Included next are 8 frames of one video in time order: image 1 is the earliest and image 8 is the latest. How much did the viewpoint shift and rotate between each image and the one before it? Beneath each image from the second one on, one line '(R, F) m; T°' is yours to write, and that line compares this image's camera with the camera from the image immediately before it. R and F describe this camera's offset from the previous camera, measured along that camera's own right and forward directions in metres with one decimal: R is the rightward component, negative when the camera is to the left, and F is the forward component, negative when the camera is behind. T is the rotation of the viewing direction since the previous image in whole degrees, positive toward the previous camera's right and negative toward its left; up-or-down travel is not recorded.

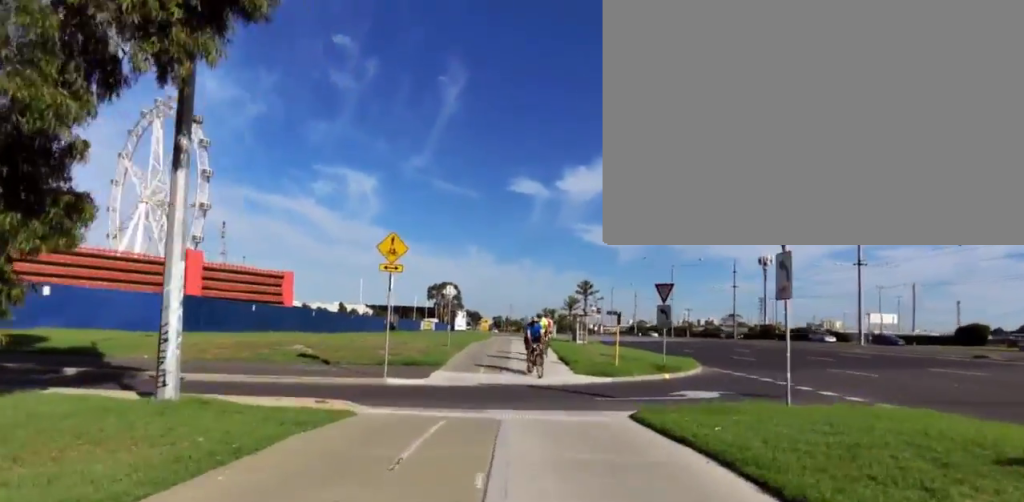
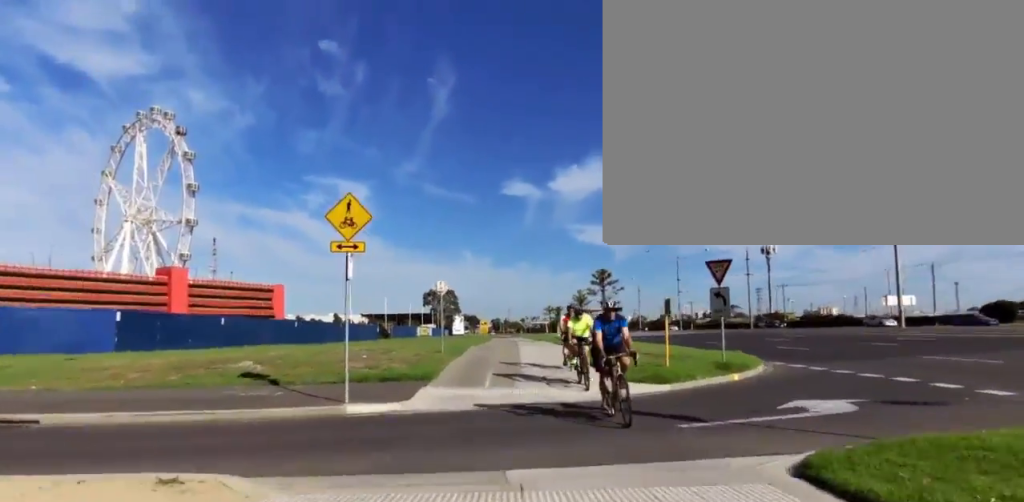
(+0.7, +4.7) m; -4°
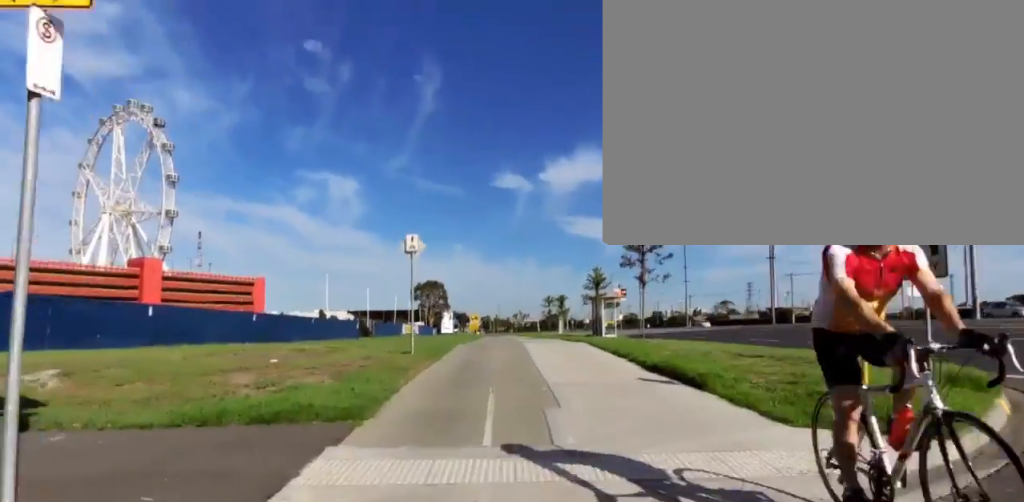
(-1.3, +7.2) m; 0°
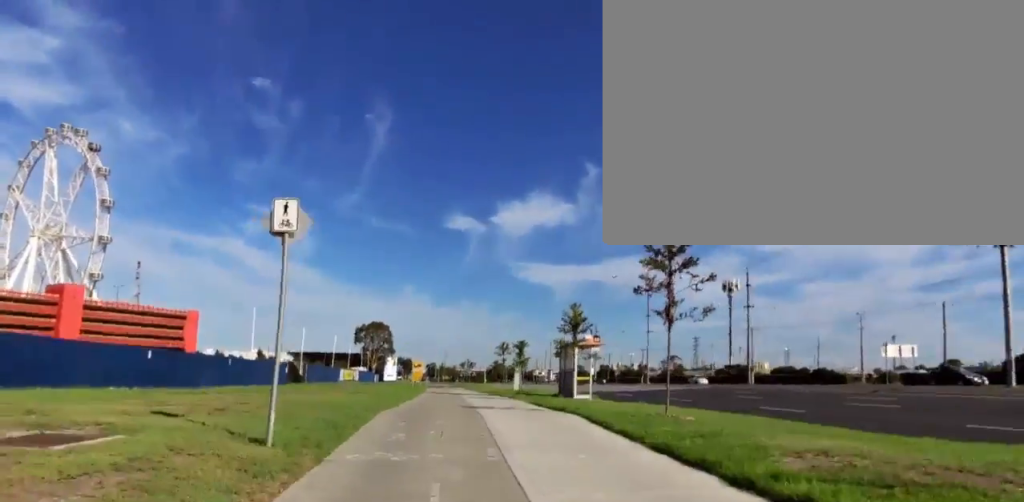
(+1.0, +6.0) m; +4°
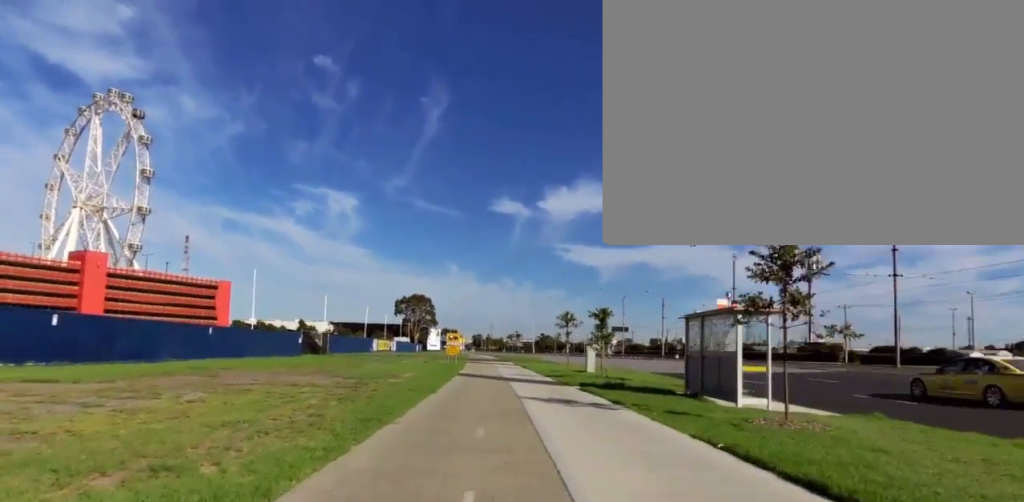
(-1.8, +12.1) m; -9°
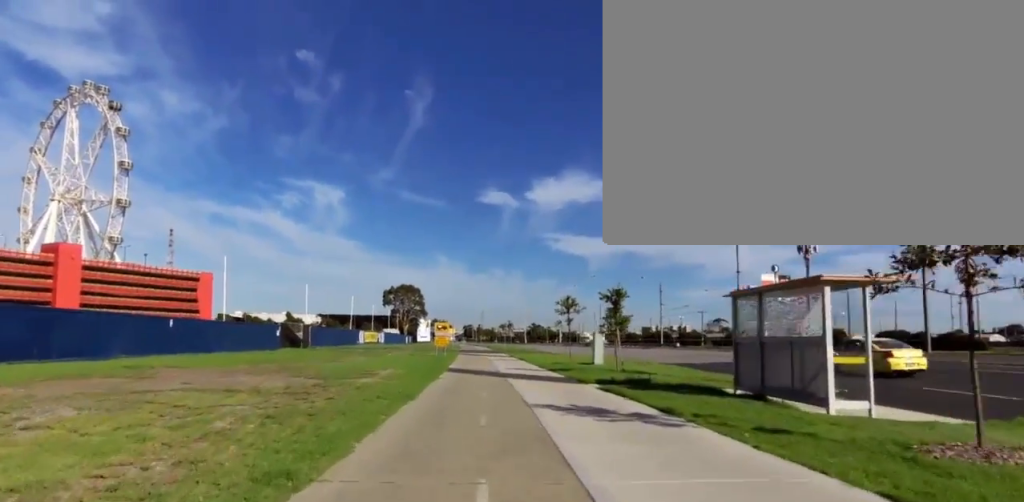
(-0.4, +3.8) m; +4°
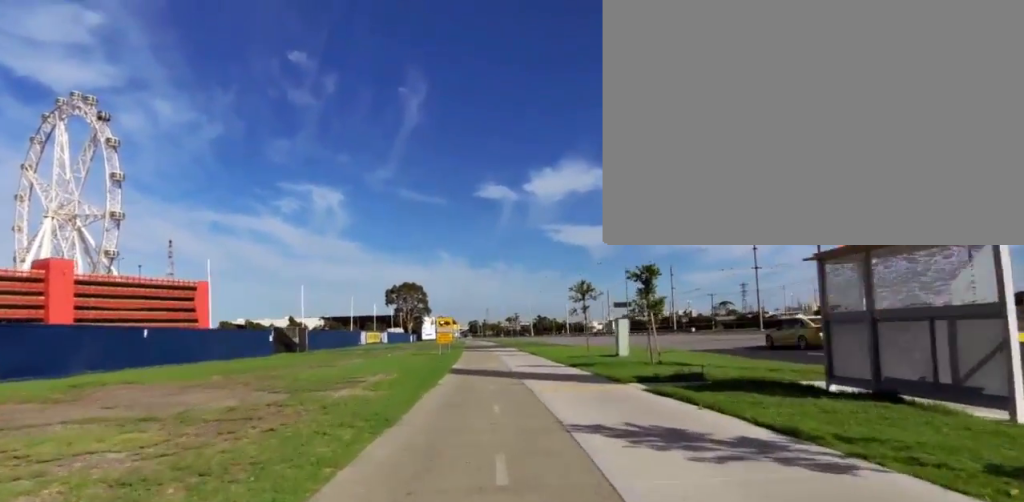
(+0.7, +3.3) m; +3°
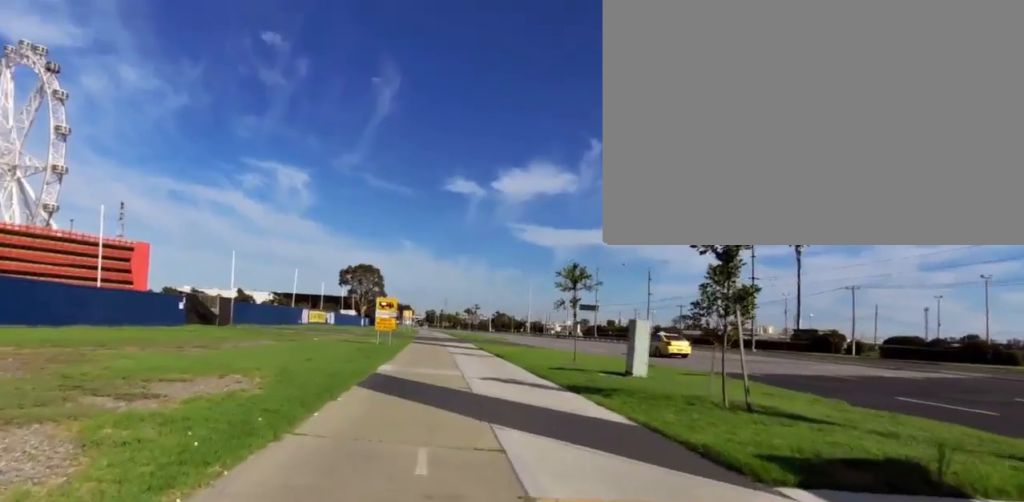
(+0.2, +7.6) m; -5°
